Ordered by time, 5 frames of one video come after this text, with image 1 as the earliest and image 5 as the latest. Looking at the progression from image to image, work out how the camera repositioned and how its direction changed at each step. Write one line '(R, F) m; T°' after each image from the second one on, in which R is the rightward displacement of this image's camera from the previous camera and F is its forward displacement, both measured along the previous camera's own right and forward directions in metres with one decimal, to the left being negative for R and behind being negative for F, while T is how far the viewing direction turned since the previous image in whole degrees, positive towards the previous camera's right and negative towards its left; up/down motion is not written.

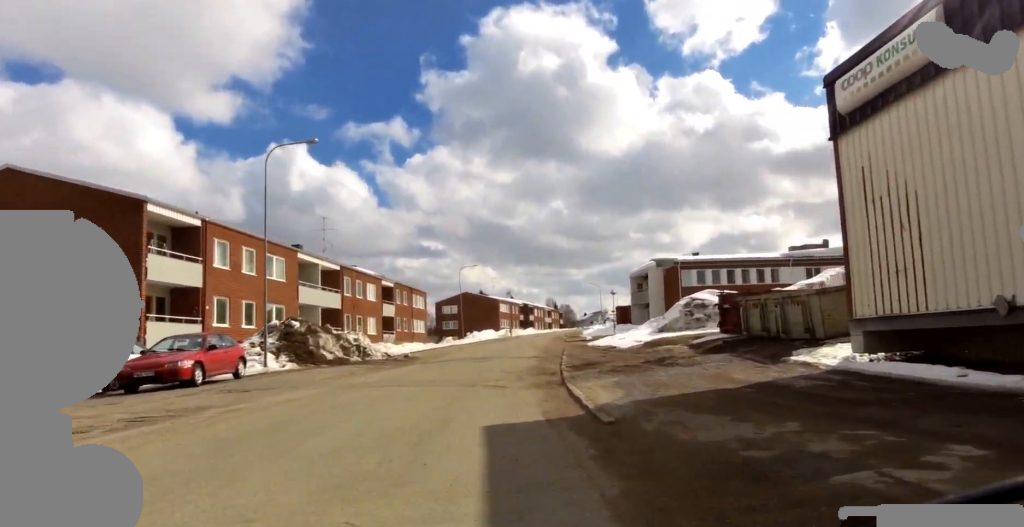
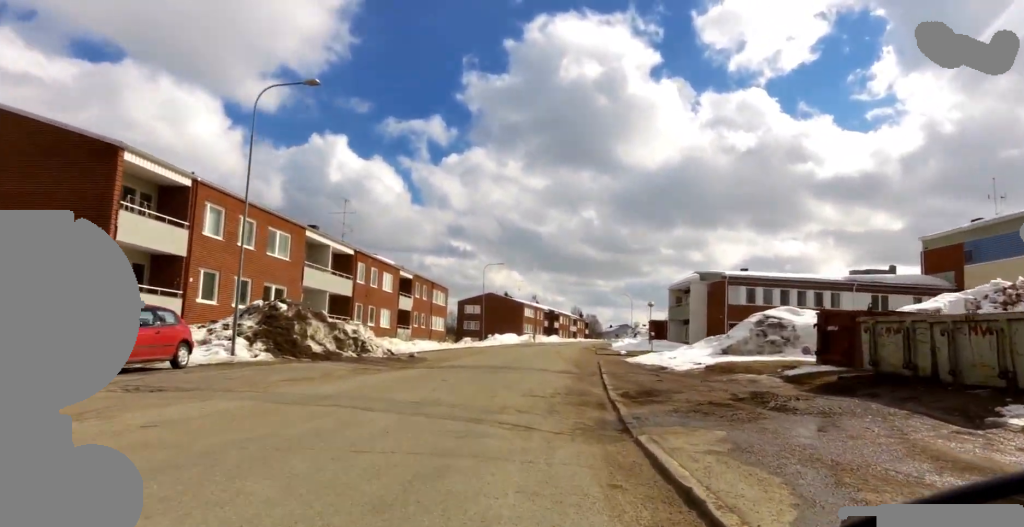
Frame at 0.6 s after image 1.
(-0.1, +4.7) m; -2°
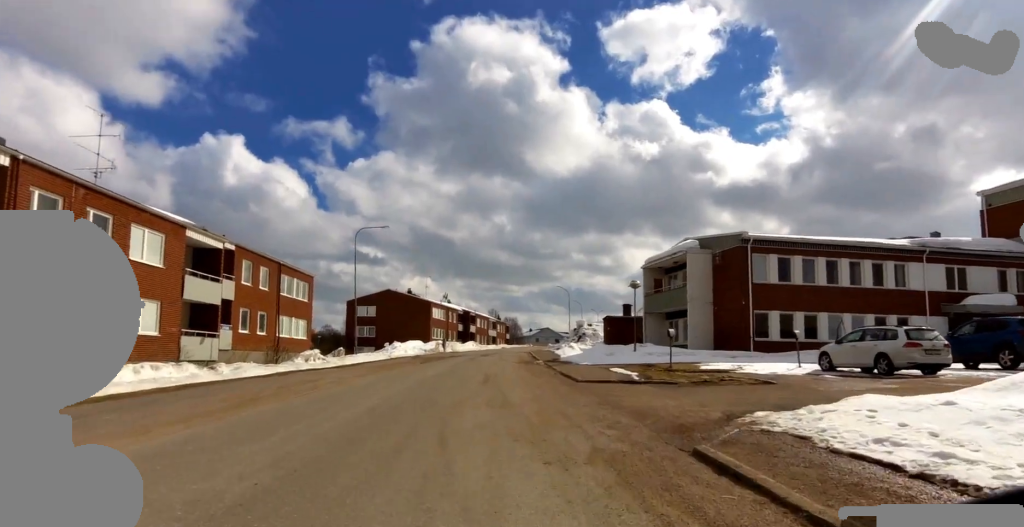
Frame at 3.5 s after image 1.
(+4.0, +21.3) m; +18°
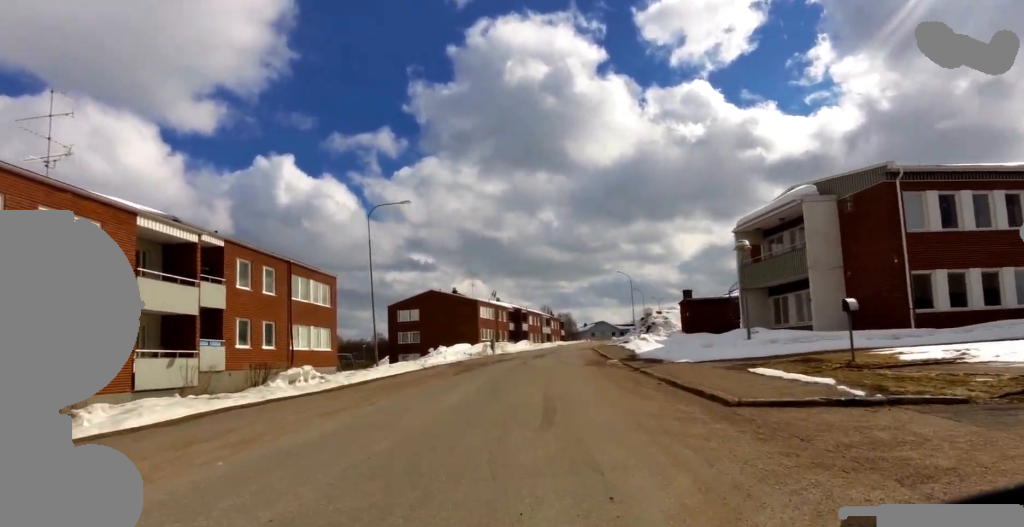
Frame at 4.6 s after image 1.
(-0.8, +8.1) m; -7°
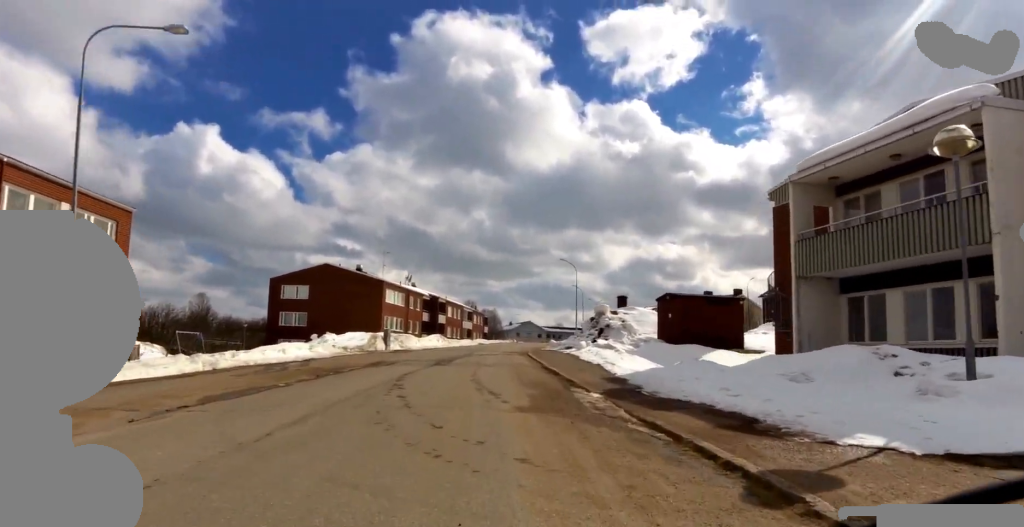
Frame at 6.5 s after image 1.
(+0.4, +14.1) m; +3°
